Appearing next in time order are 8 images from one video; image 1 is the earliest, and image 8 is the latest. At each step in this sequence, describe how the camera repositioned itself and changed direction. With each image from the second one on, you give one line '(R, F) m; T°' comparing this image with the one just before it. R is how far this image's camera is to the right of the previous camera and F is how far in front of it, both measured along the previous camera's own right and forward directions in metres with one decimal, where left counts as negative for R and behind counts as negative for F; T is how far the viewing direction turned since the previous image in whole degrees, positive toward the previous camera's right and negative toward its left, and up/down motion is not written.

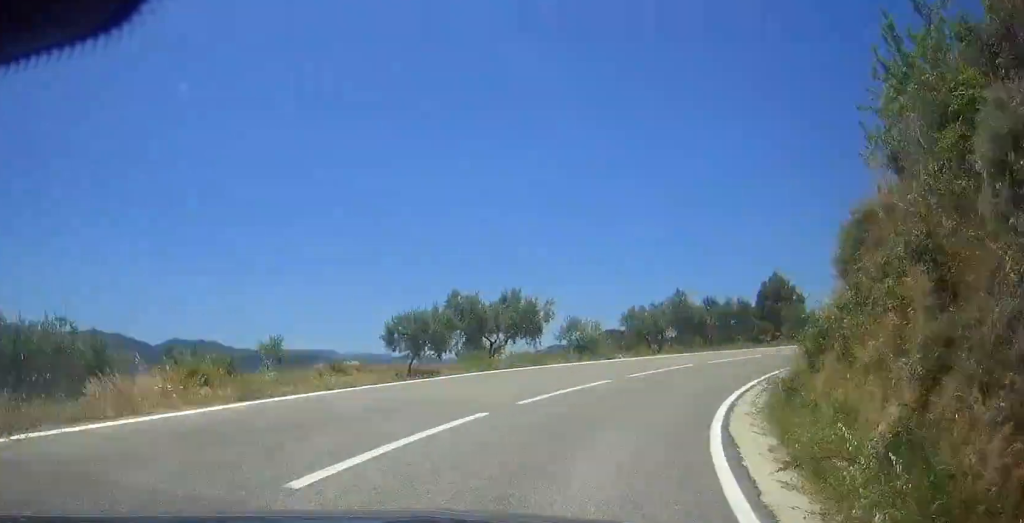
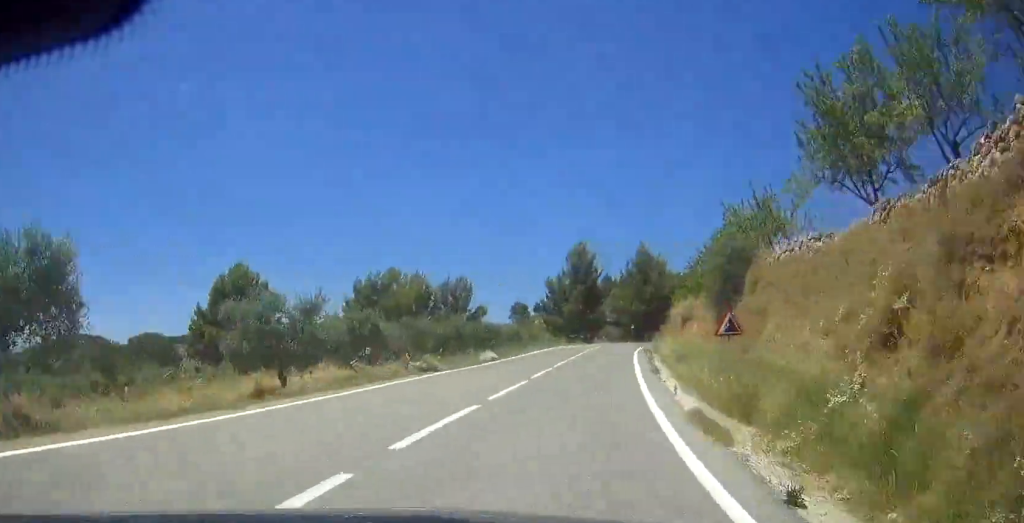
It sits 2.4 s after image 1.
(+4.3, +30.6) m; +21°
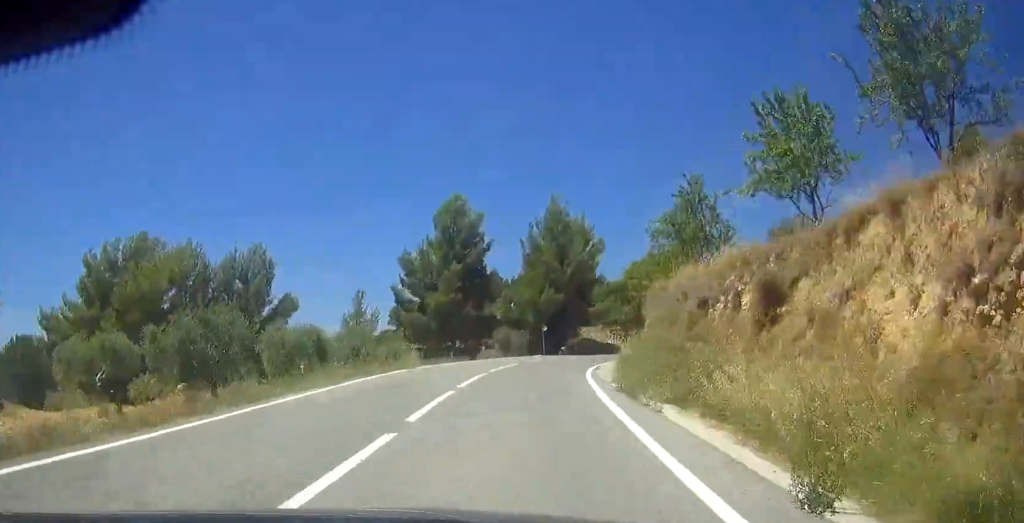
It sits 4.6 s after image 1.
(+7.0, +27.8) m; +17°
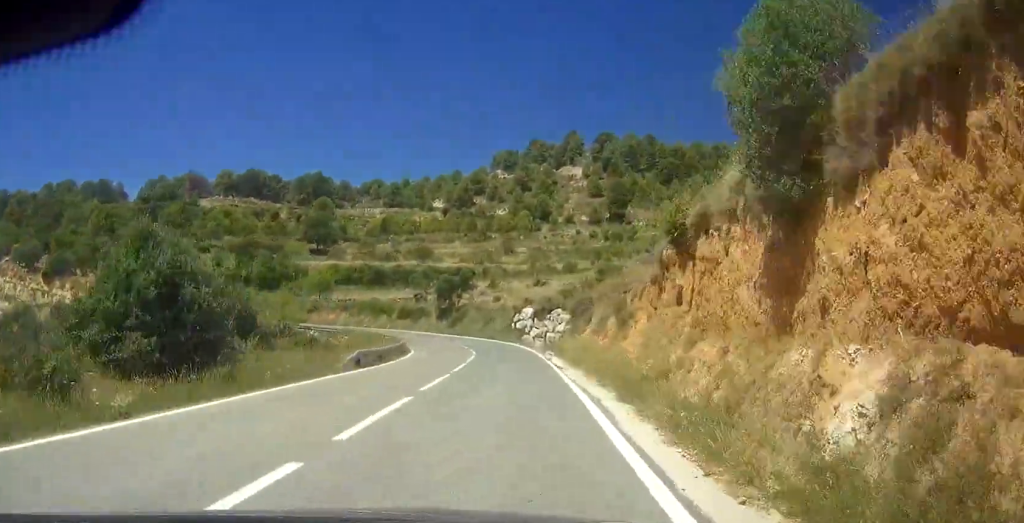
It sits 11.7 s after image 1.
(+26.0, +82.1) m; +15°
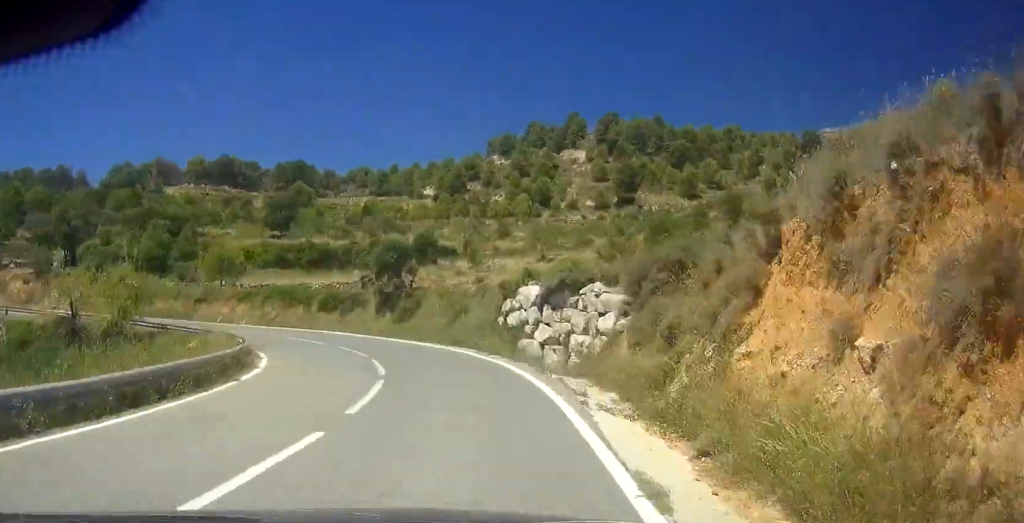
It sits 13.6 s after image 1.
(-2.5, +23.0) m; -7°
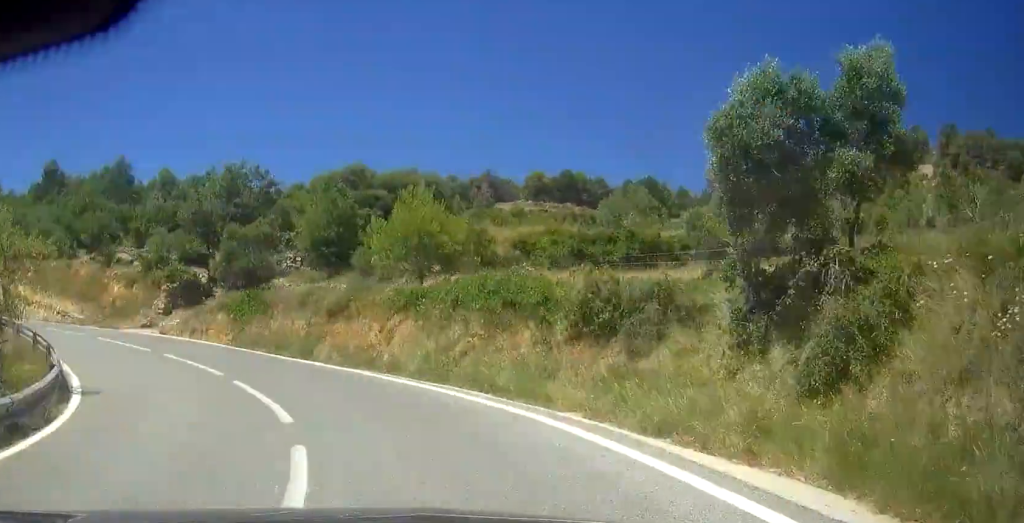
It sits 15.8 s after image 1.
(-1.9, +25.9) m; -13°
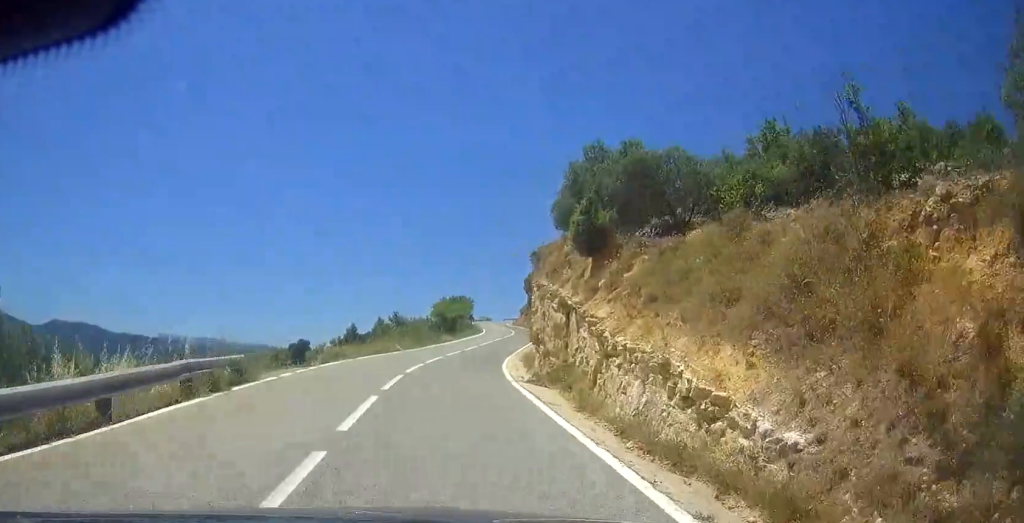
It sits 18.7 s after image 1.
(+1.3, +32.2) m; -21°
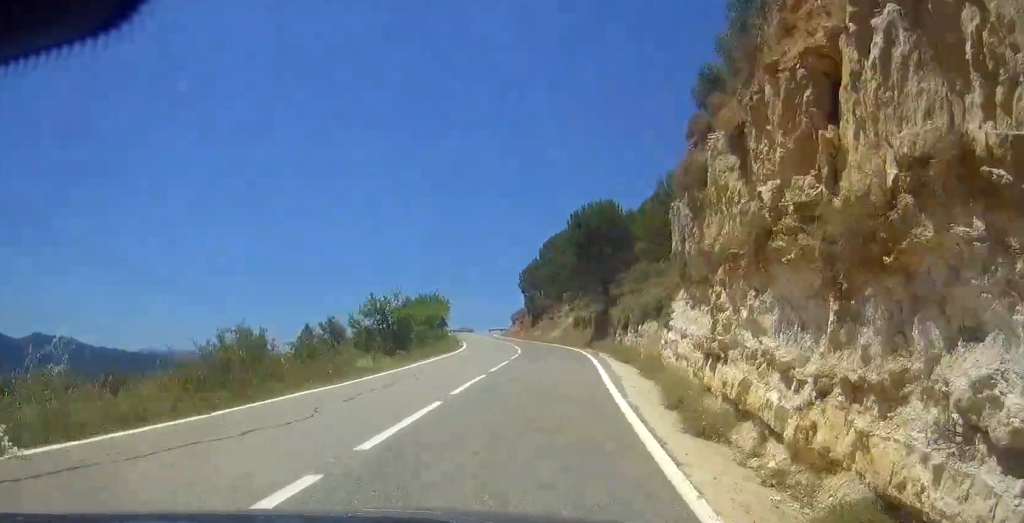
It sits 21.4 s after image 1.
(-12.7, +31.2) m; -15°
